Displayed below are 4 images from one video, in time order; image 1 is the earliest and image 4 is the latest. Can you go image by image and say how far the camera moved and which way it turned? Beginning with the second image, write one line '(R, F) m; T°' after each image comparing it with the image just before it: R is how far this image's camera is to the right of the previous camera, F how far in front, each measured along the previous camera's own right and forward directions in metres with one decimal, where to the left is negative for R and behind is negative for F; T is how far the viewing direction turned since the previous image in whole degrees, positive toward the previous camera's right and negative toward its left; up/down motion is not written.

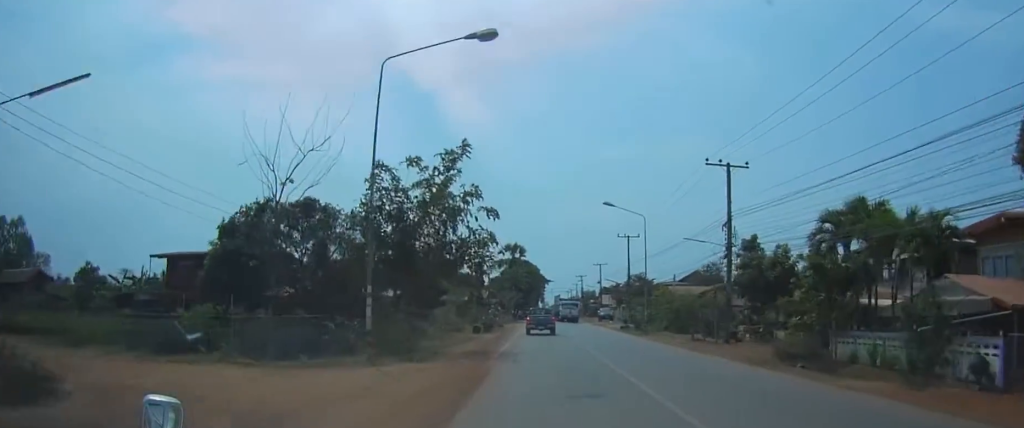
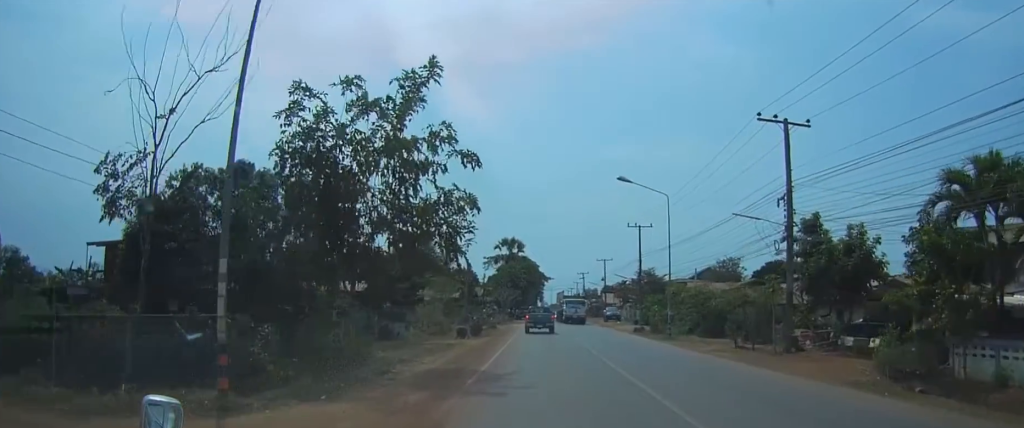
(0.0, +8.9) m; 0°
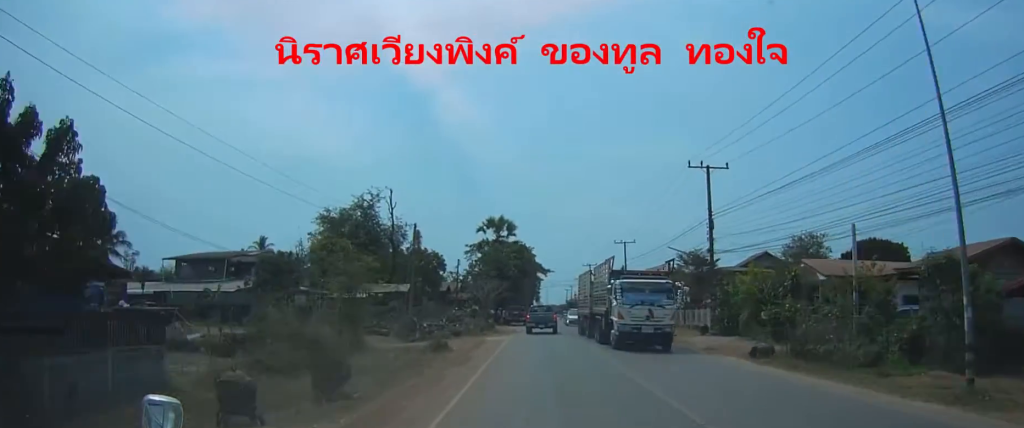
(+0.2, +26.9) m; 0°
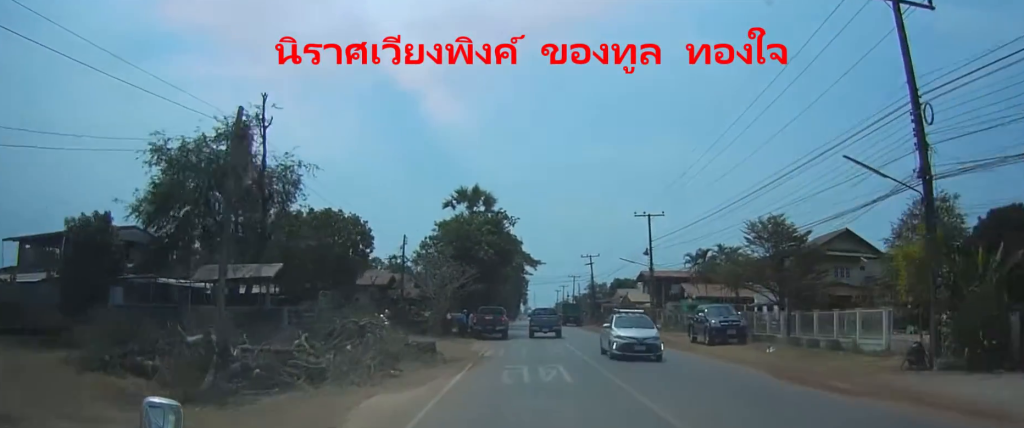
(+0.3, +22.6) m; +3°
